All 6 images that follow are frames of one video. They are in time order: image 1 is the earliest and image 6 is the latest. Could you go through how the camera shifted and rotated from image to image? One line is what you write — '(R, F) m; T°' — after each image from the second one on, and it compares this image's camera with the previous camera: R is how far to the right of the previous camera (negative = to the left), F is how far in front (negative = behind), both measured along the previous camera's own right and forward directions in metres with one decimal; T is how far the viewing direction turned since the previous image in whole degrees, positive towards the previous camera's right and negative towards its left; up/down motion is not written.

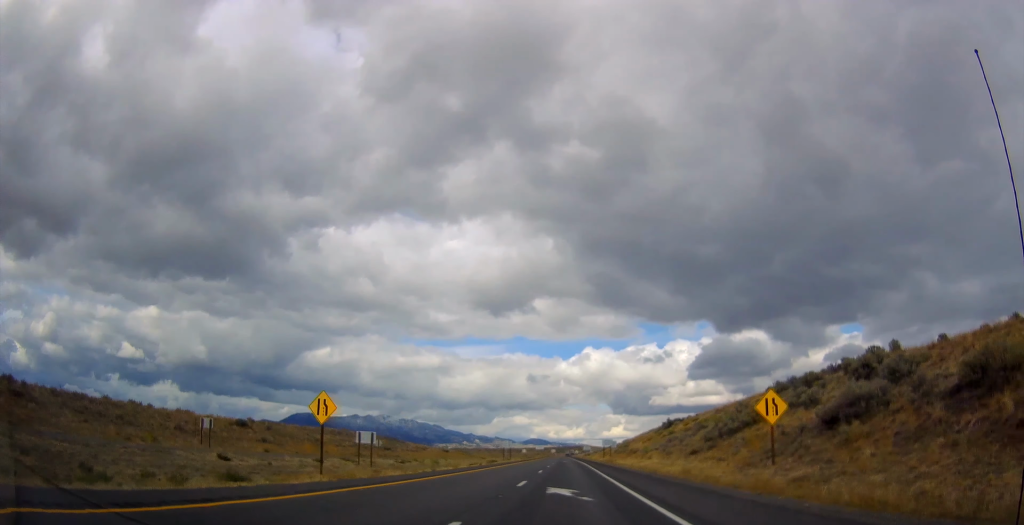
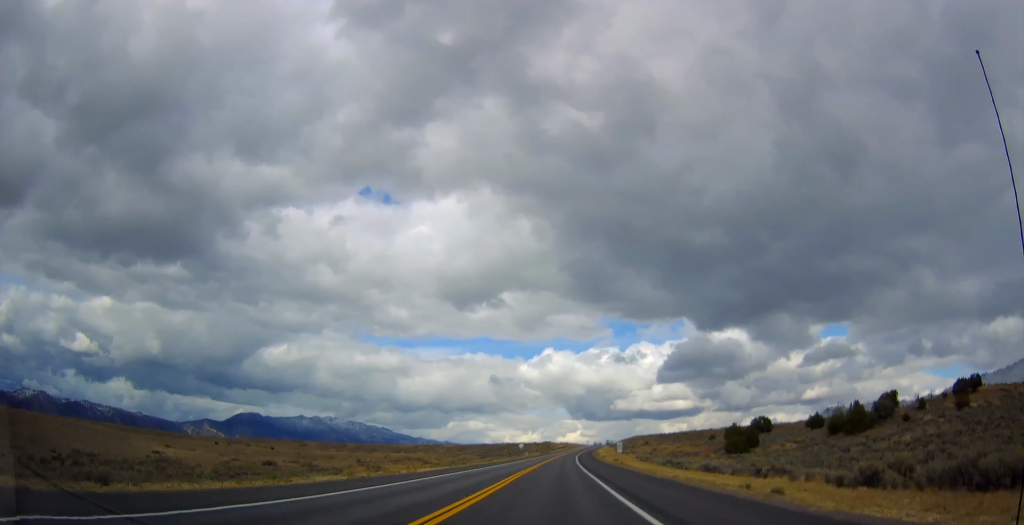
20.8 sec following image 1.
(+12.5, +556.1) m; +5°
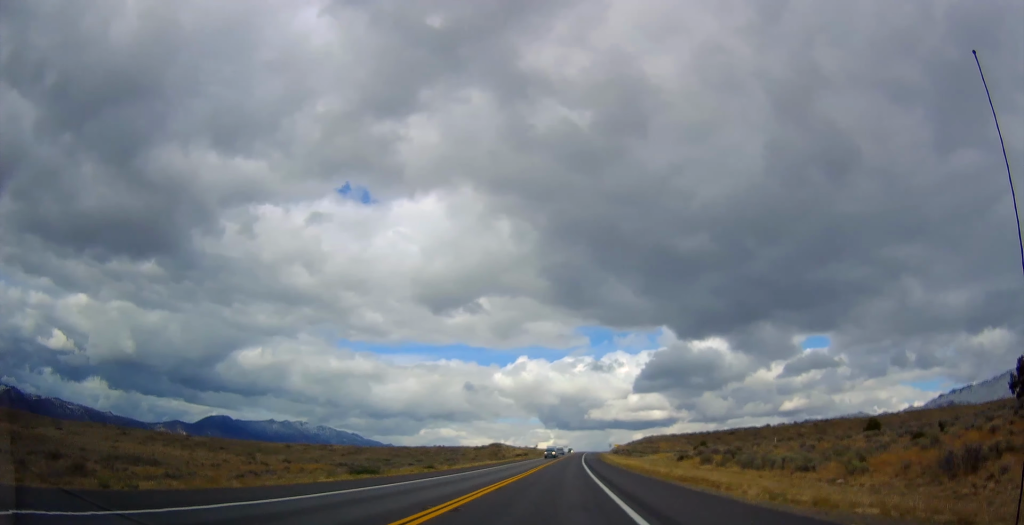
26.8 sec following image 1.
(+3.7, +159.5) m; +3°
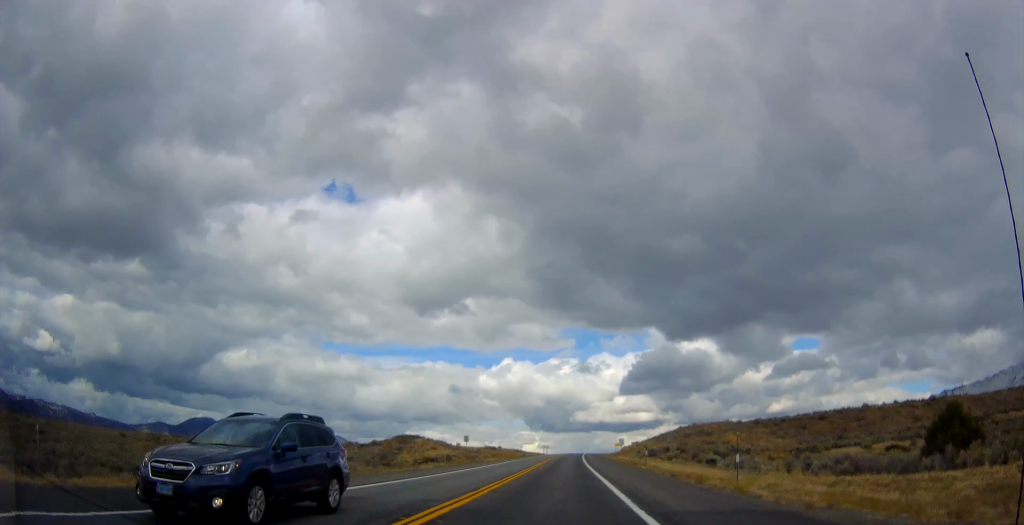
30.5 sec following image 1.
(+1.0, +99.2) m; +2°
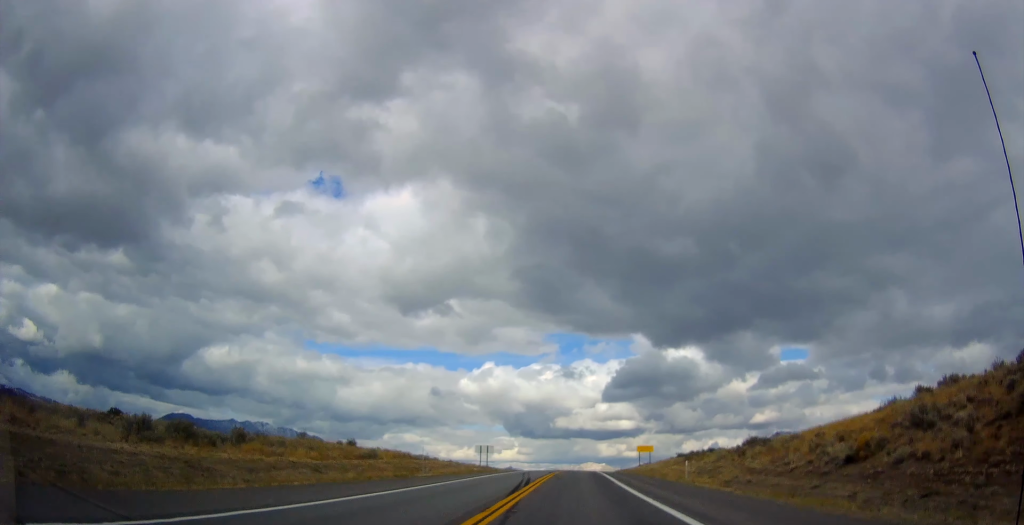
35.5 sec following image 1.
(+3.4, +131.4) m; +3°
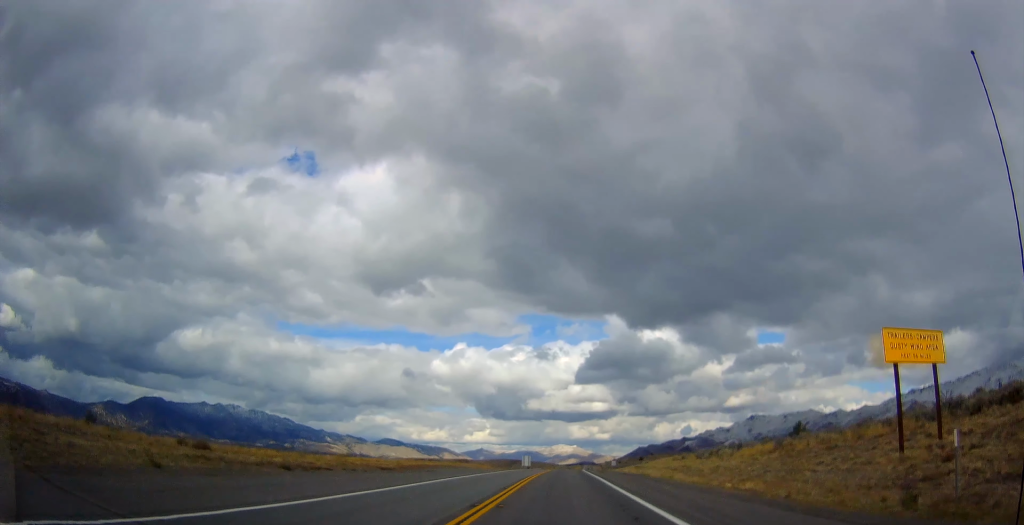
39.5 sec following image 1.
(+2.2, +106.1) m; +2°
